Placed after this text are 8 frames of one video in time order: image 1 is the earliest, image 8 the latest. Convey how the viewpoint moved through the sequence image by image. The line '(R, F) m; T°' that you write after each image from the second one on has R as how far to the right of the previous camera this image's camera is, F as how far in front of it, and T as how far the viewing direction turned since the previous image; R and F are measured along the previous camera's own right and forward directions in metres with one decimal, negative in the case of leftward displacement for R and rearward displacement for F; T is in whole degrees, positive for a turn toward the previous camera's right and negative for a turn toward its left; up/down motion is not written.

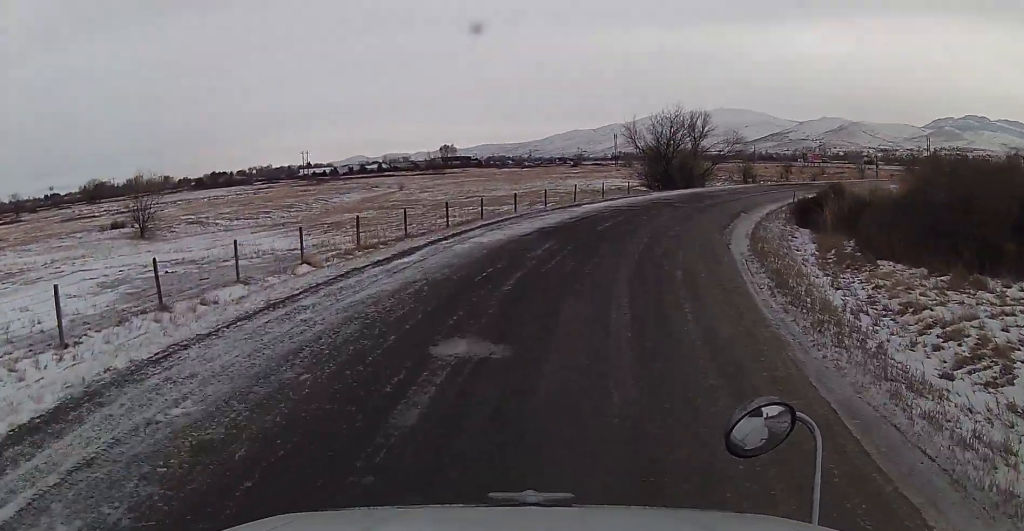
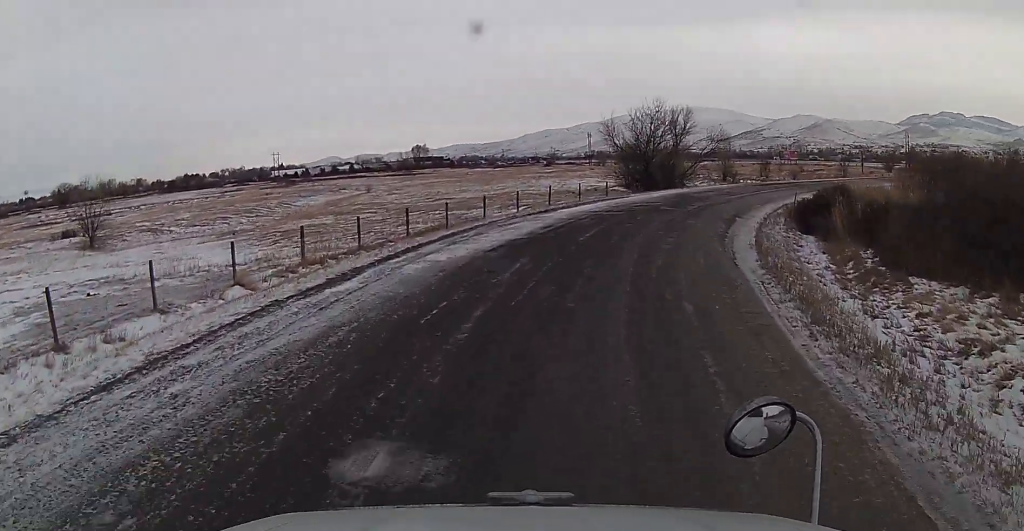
(0.0, +3.7) m; +2°
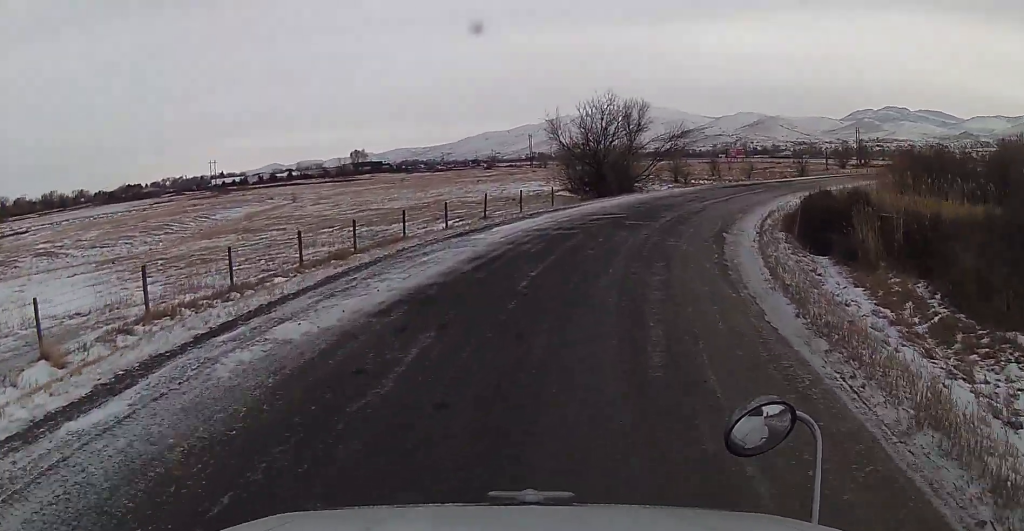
(-0.1, +7.1) m; +4°
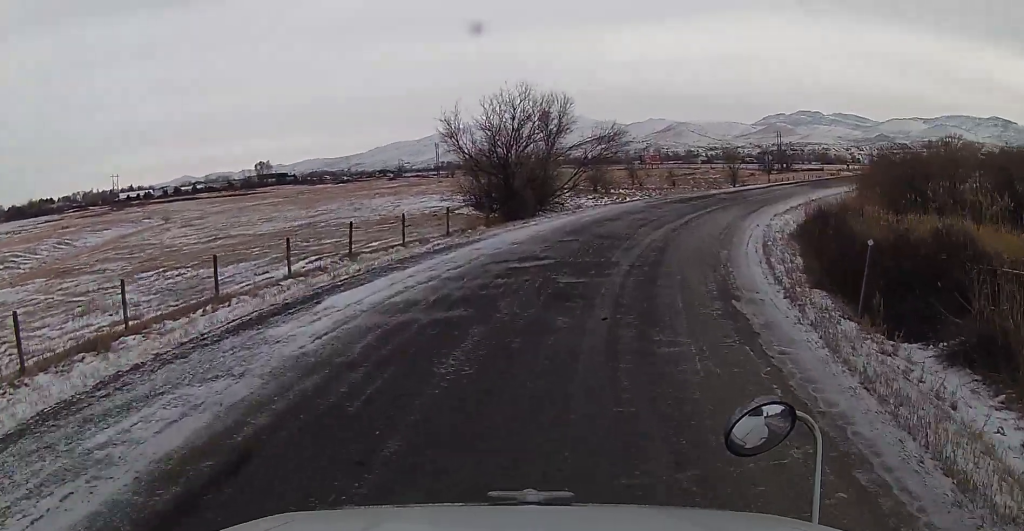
(+1.0, +10.6) m; +9°
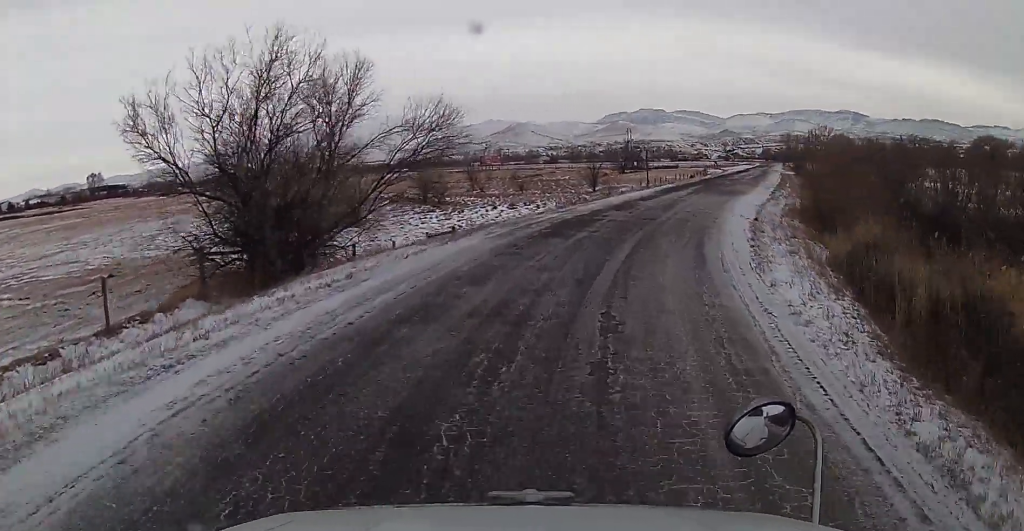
(+2.2, +16.8) m; +14°
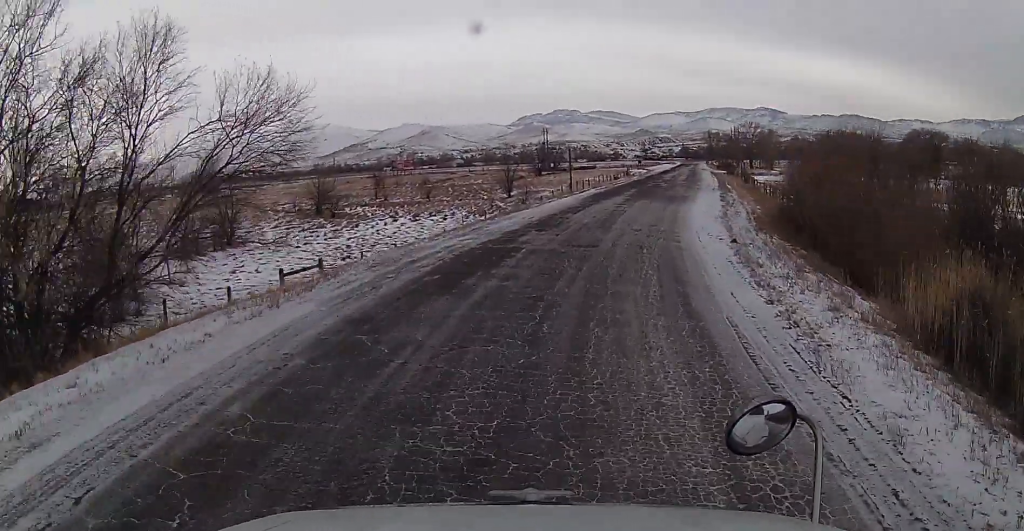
(+0.2, +8.7) m; +8°
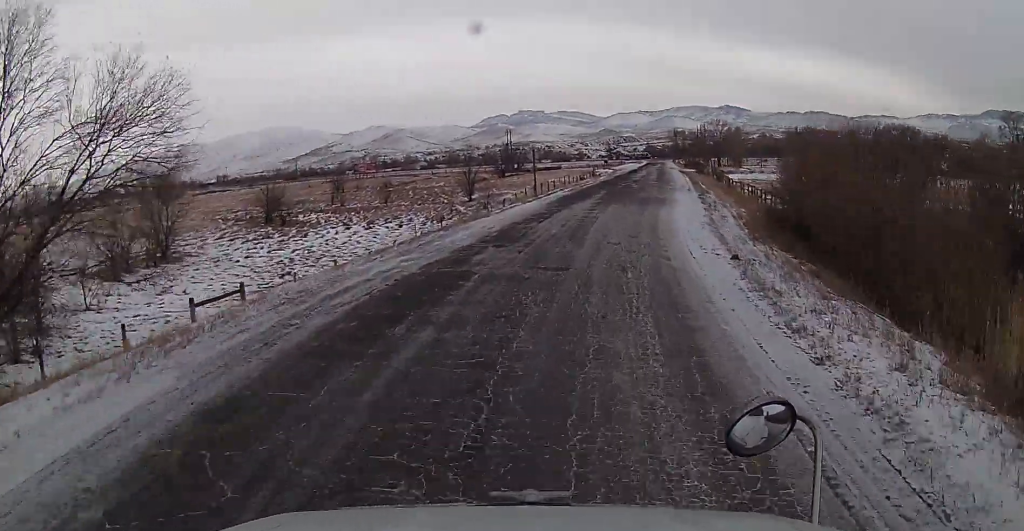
(+0.4, +4.1) m; +3°
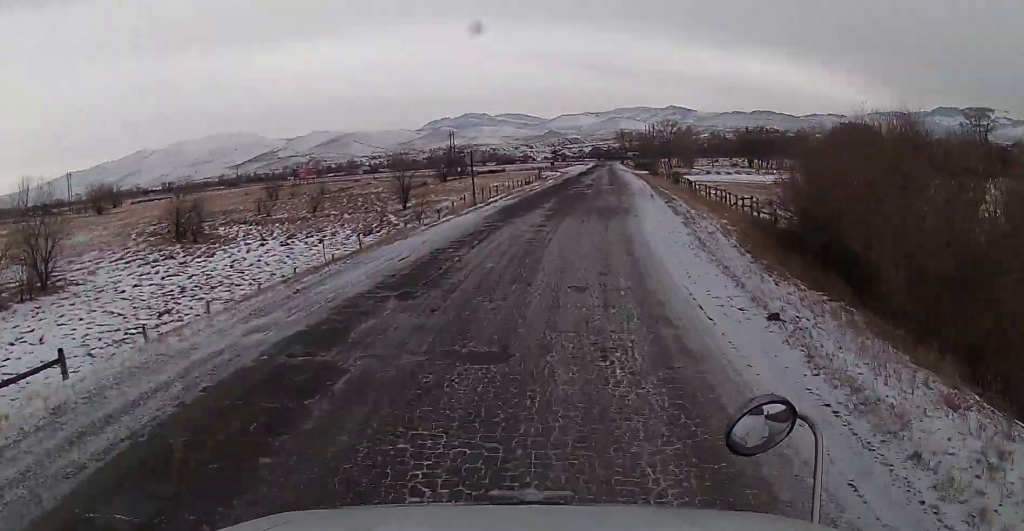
(+0.4, +7.0) m; +2°
